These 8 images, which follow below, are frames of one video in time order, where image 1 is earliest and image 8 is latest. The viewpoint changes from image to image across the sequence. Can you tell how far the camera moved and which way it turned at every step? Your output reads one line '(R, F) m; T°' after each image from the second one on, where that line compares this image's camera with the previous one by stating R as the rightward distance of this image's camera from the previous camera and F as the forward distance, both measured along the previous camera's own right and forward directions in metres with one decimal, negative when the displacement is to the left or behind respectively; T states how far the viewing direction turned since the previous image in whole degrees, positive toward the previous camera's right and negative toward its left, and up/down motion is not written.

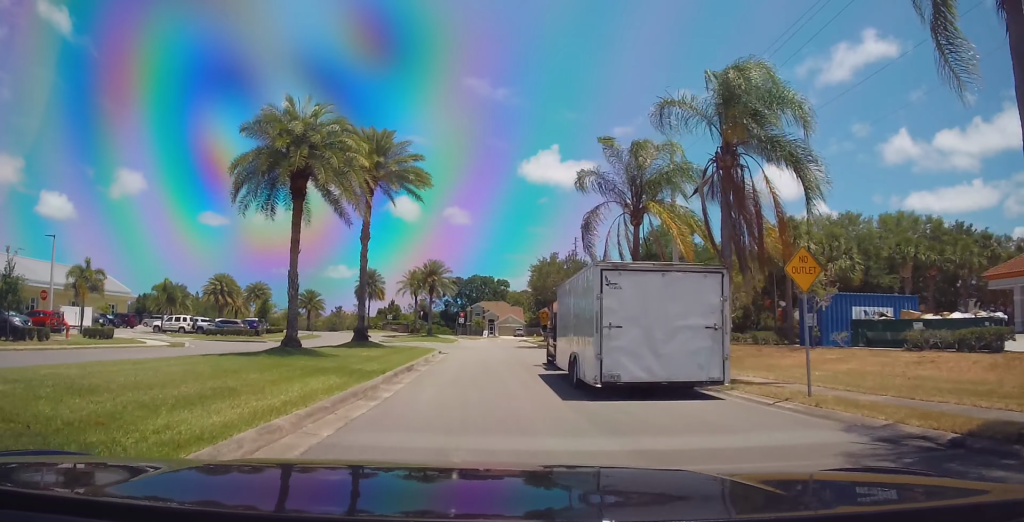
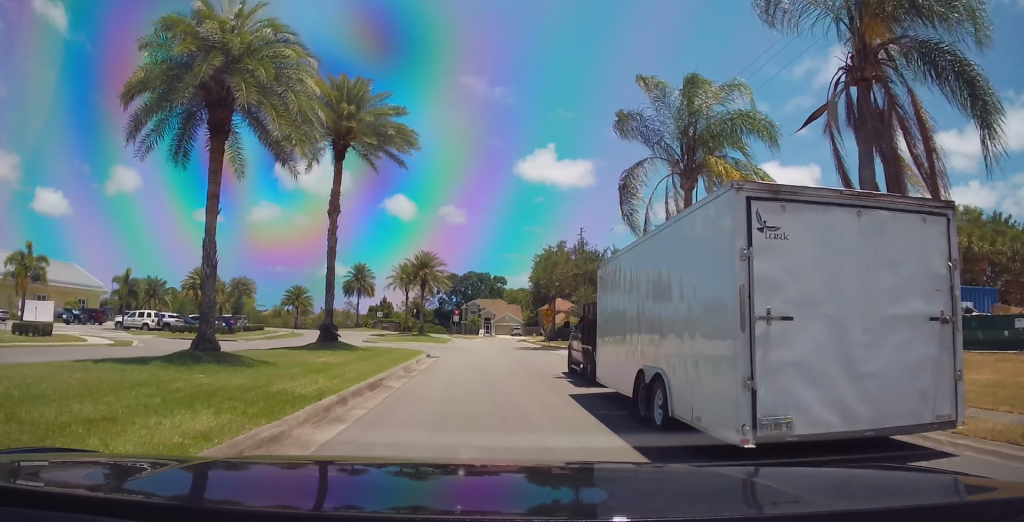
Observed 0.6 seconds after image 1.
(-0.3, +5.9) m; 0°
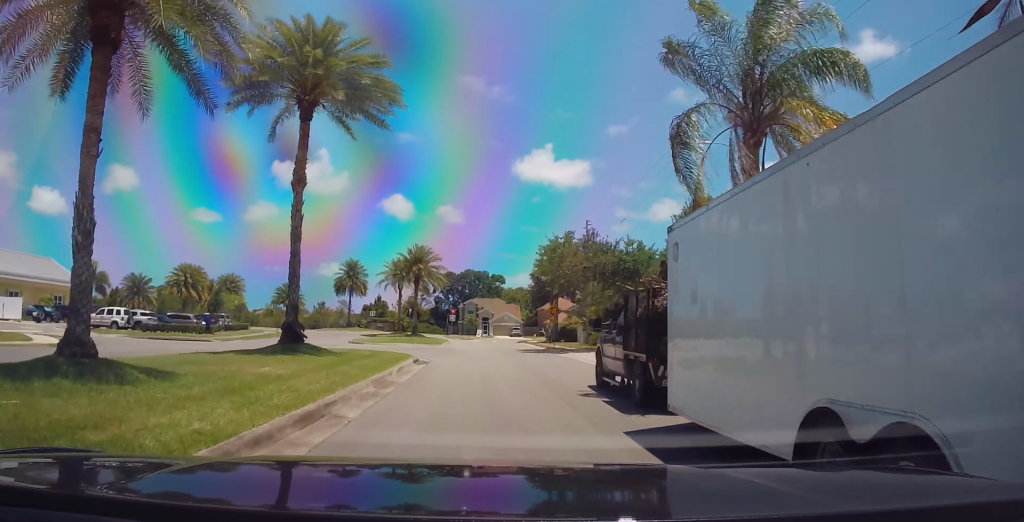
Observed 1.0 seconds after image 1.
(+0.2, +4.5) m; +2°
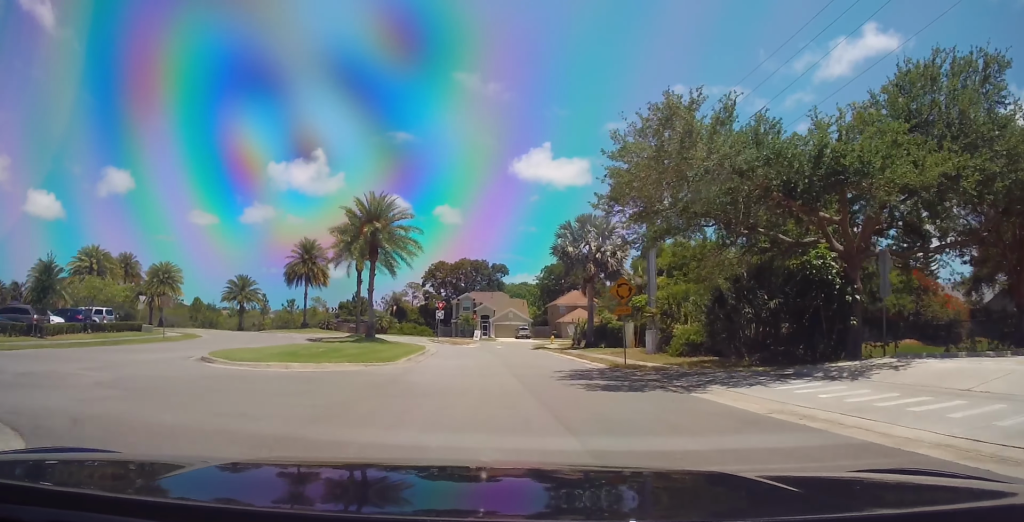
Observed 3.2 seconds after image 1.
(+1.5, +23.4) m; +4°
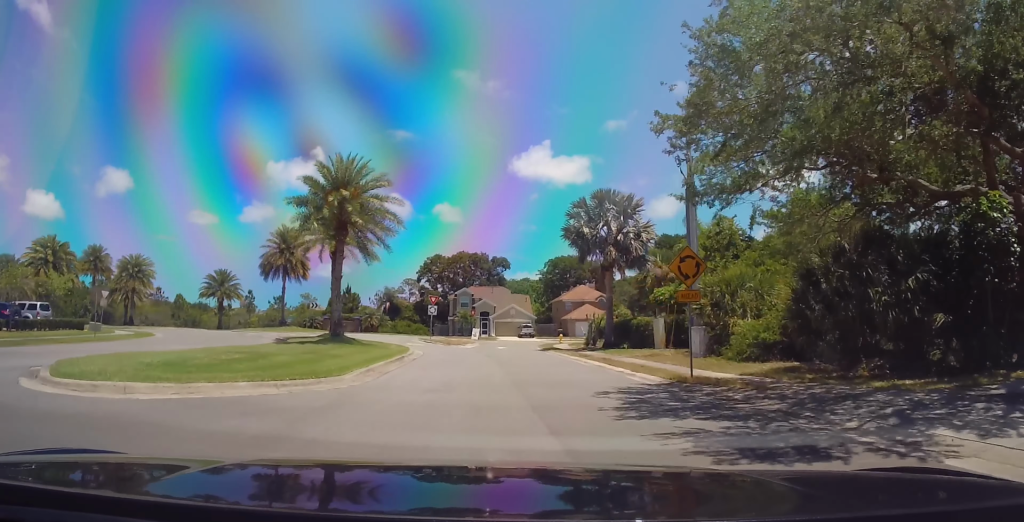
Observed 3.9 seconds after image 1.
(-0.2, +7.9) m; 0°
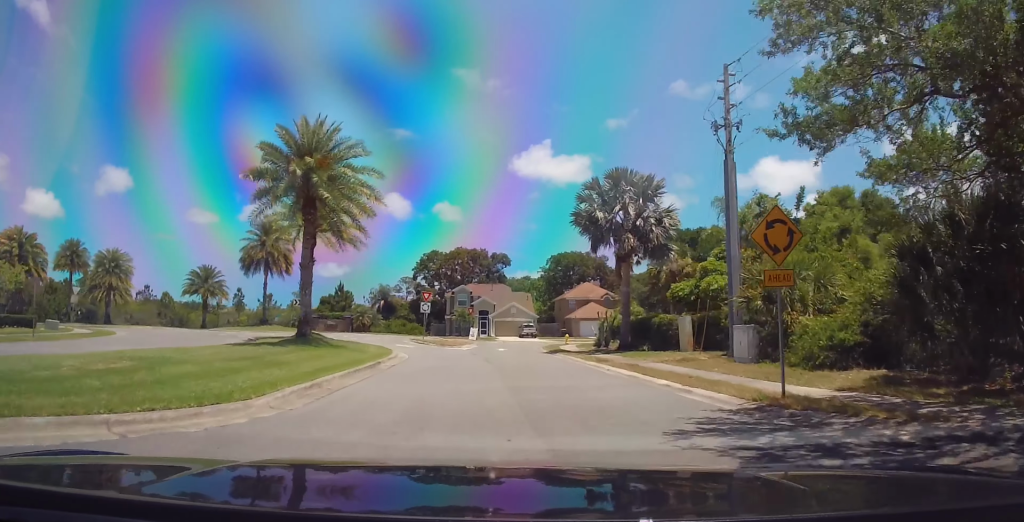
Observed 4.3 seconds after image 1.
(+0.3, +5.2) m; 0°
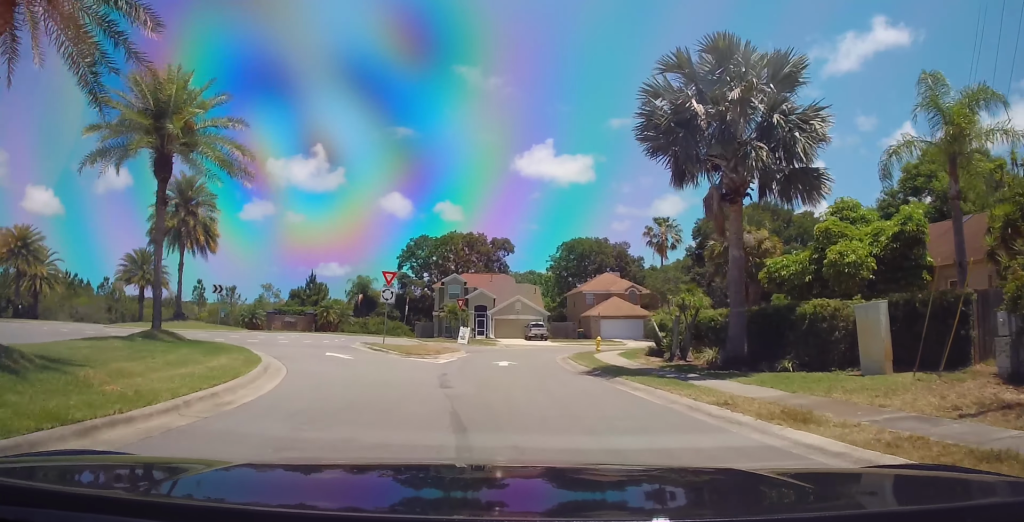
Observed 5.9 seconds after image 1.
(-0.2, +16.9) m; 0°
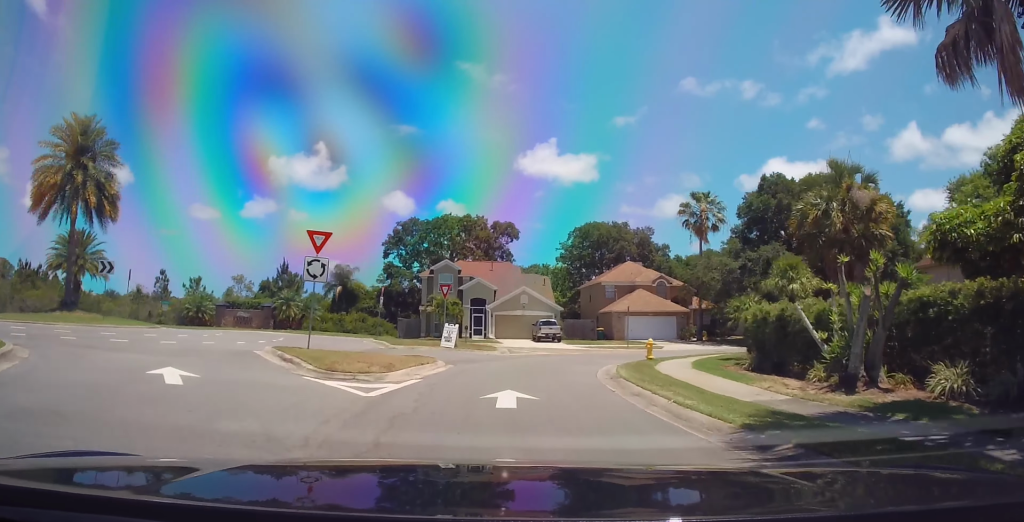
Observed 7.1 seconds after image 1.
(+0.5, +12.7) m; +2°
